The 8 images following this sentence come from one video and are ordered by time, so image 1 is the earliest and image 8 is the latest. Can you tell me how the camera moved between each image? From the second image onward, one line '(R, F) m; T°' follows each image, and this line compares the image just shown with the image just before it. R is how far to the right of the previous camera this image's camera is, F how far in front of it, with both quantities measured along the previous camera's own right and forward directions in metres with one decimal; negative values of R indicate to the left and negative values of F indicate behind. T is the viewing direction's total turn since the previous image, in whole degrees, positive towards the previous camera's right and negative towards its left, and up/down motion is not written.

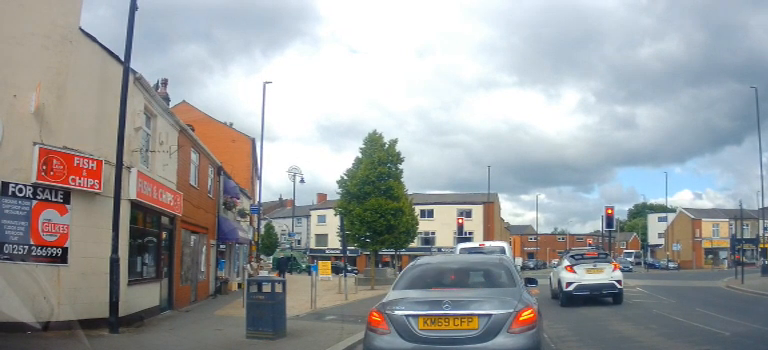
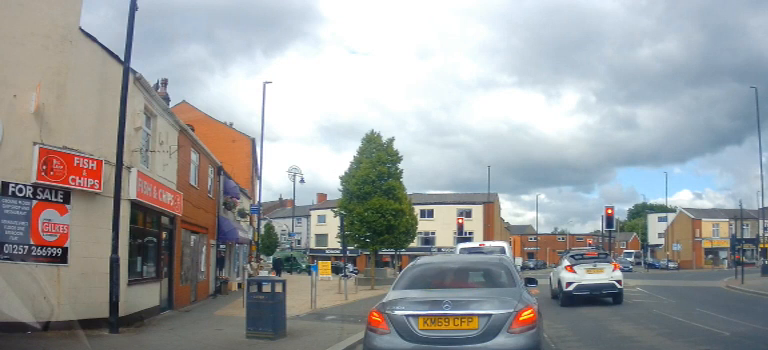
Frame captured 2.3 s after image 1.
(0.0, 0.0) m; 0°
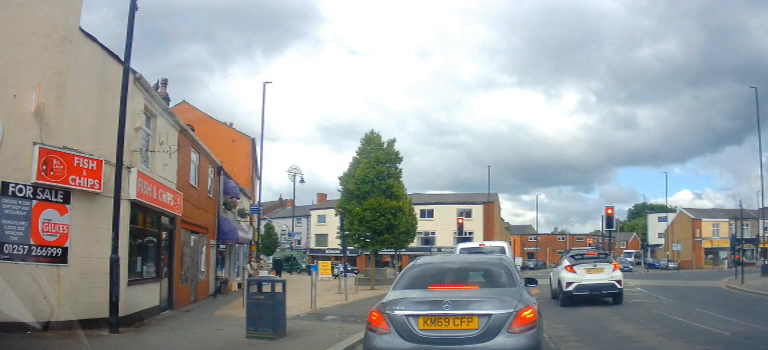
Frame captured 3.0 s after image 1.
(0.0, 0.0) m; 0°
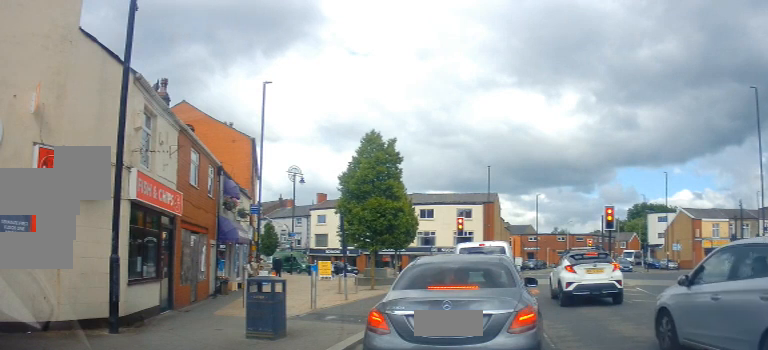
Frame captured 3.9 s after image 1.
(0.0, 0.0) m; 0°
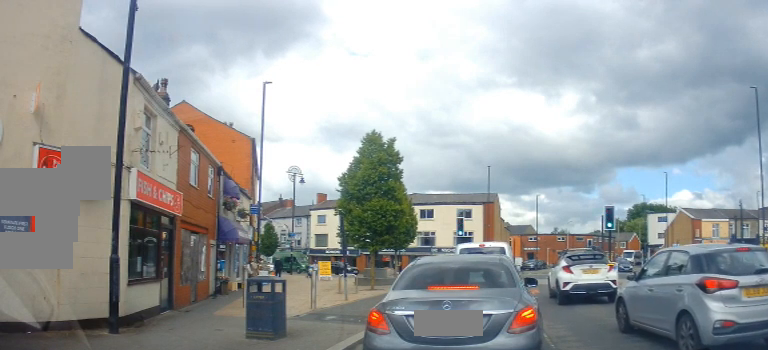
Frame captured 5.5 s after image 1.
(0.0, 0.0) m; 0°
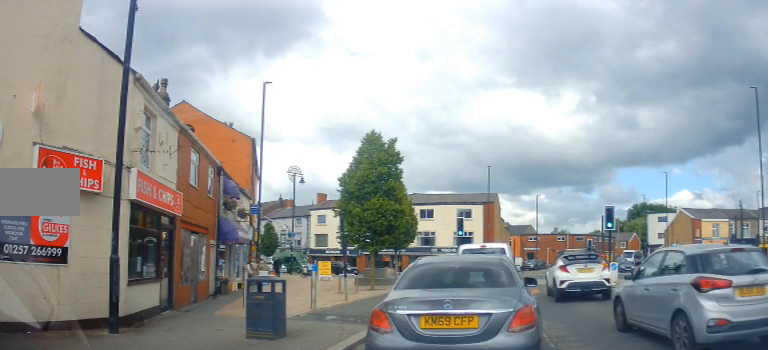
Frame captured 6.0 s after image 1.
(0.0, 0.0) m; 0°
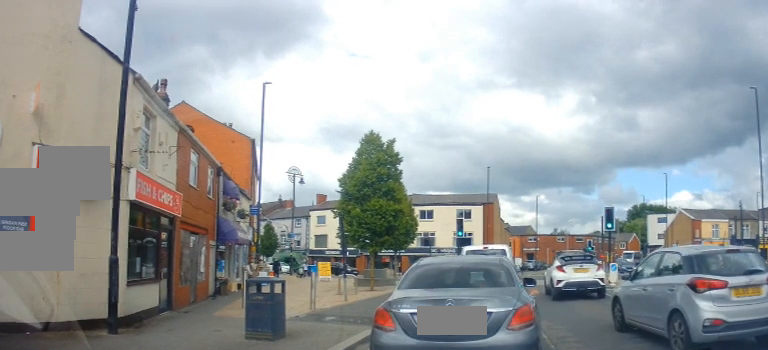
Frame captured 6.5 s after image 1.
(0.0, 0.0) m; 0°
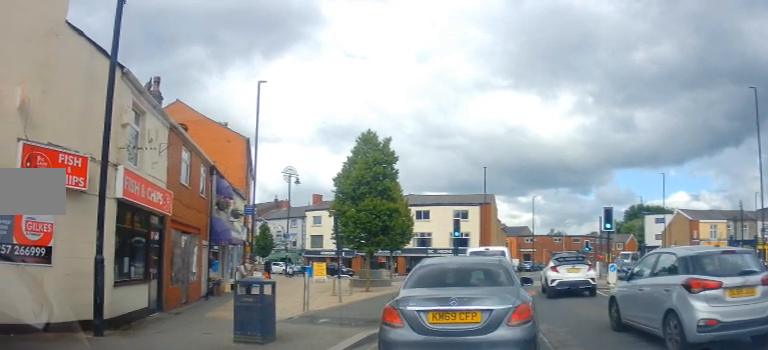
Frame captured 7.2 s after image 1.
(0.0, +0.2) m; 0°
